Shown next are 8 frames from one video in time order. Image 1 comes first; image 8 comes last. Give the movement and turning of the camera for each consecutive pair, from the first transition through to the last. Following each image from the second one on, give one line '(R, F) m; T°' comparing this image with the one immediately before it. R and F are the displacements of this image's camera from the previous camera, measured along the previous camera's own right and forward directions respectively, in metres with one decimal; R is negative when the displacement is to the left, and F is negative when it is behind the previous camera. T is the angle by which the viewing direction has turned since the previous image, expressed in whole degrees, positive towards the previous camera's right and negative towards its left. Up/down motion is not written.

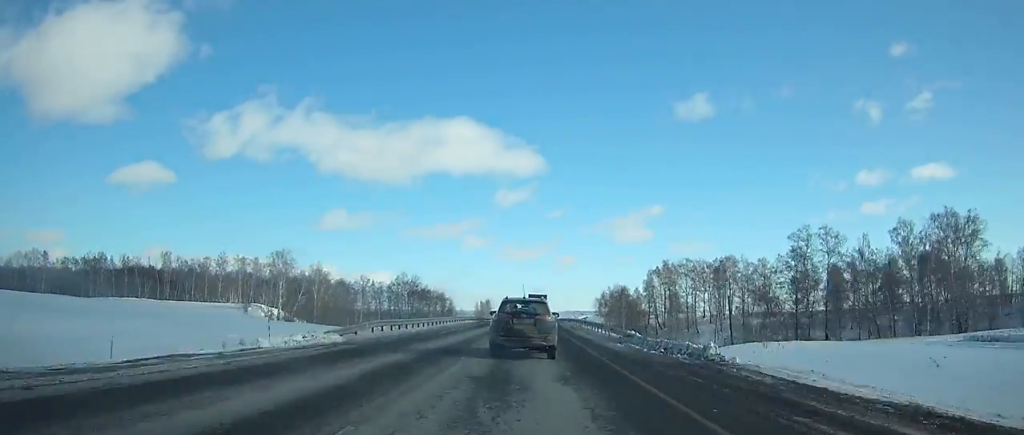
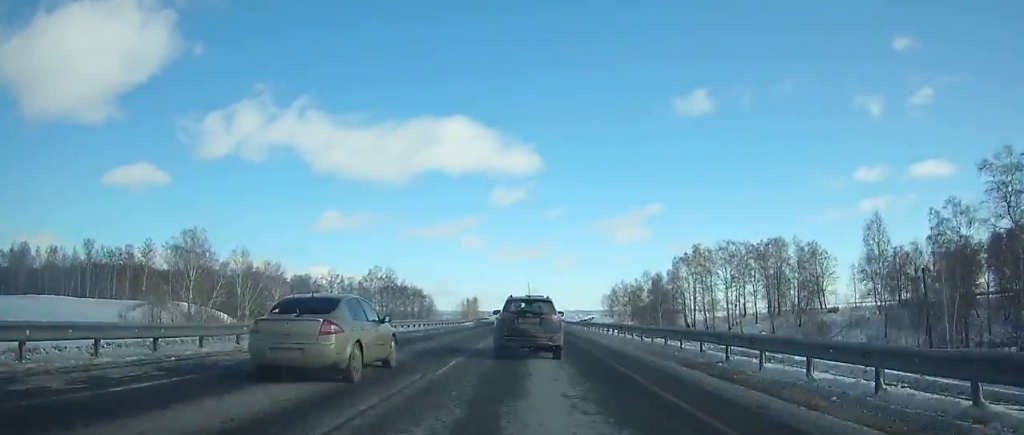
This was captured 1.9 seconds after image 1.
(0.0, +39.5) m; 0°
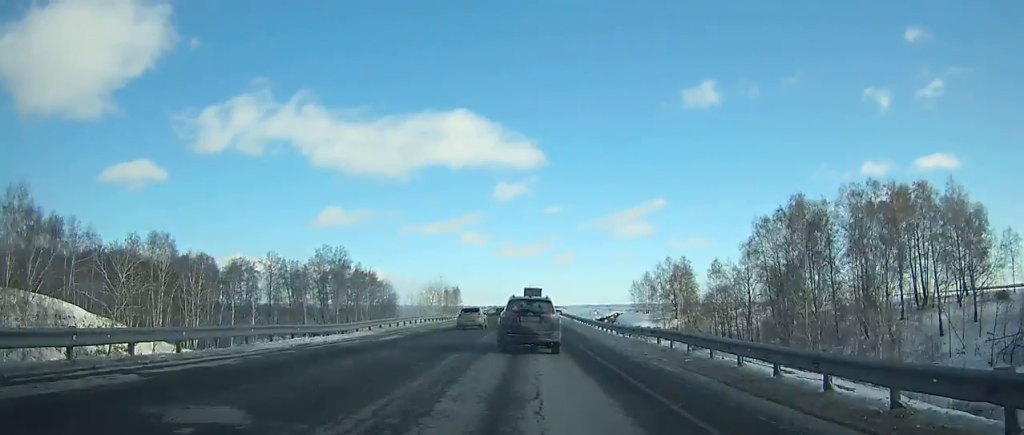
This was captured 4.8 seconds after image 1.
(+0.1, +58.4) m; 0°
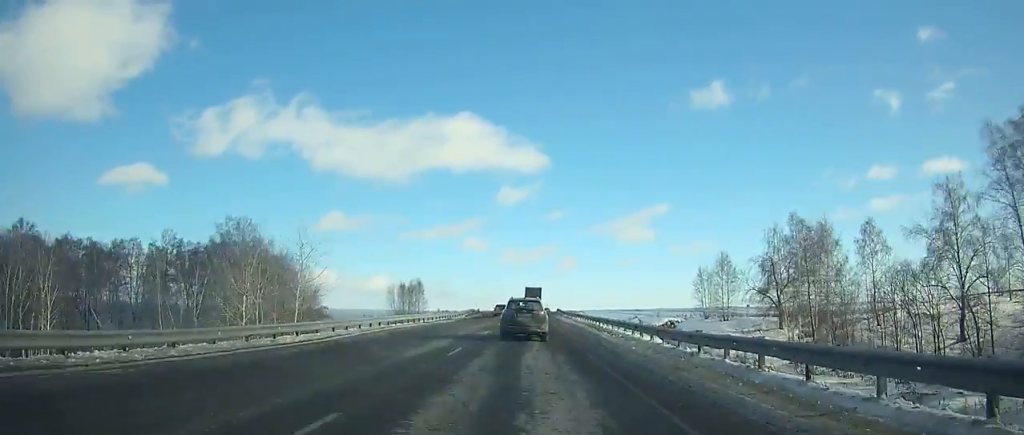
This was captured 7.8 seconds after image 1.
(+0.1, +59.2) m; 0°
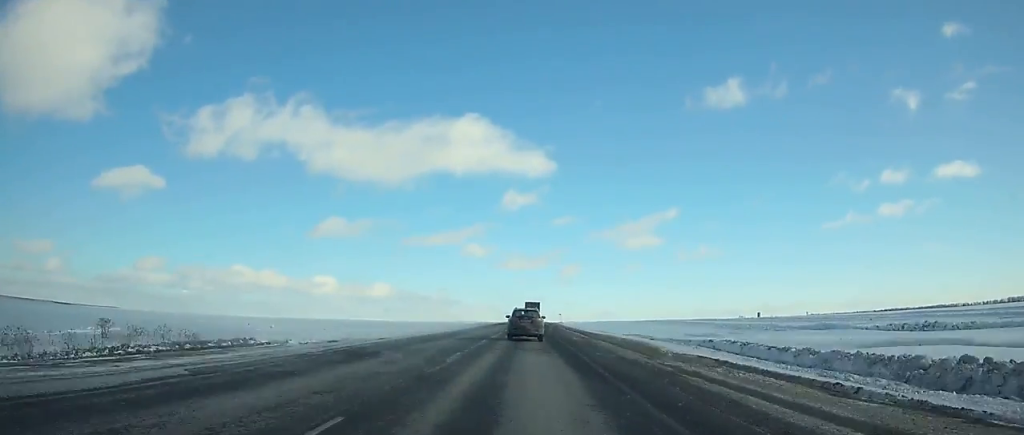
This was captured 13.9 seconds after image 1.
(-0.2, +123.0) m; 0°
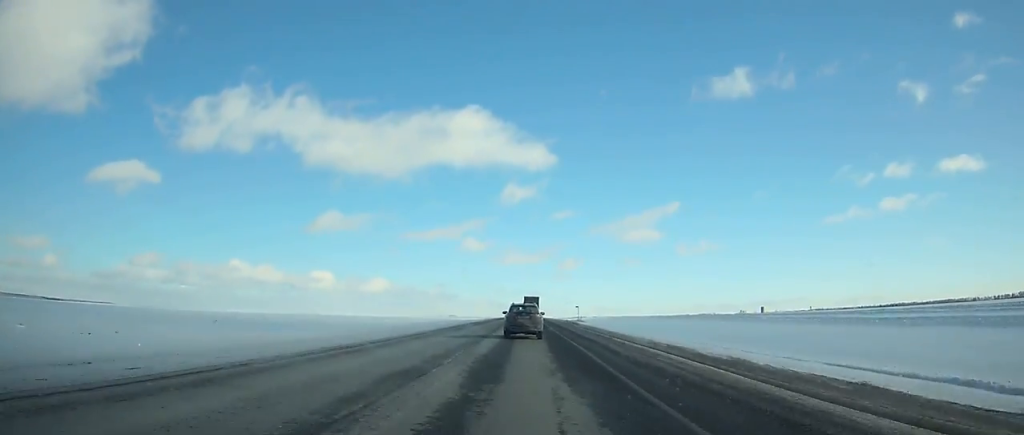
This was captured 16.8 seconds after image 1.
(0.0, +61.1) m; 0°
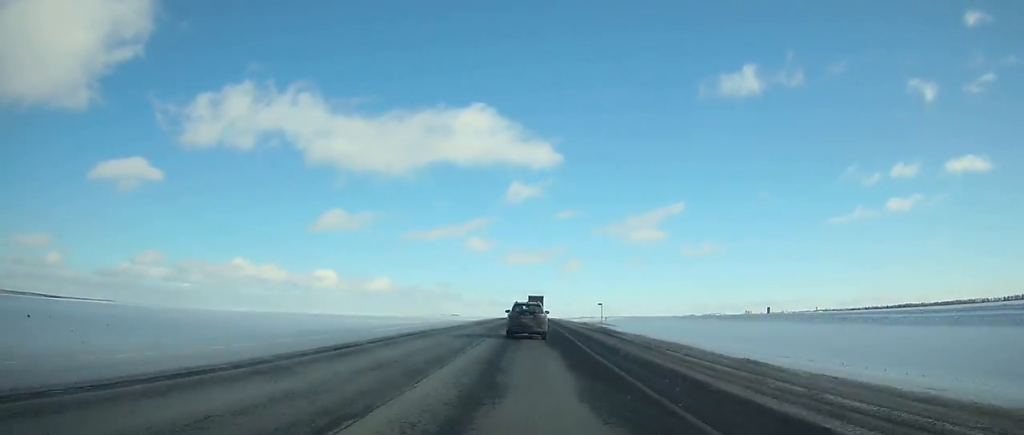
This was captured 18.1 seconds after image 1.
(0.0, +27.8) m; 0°
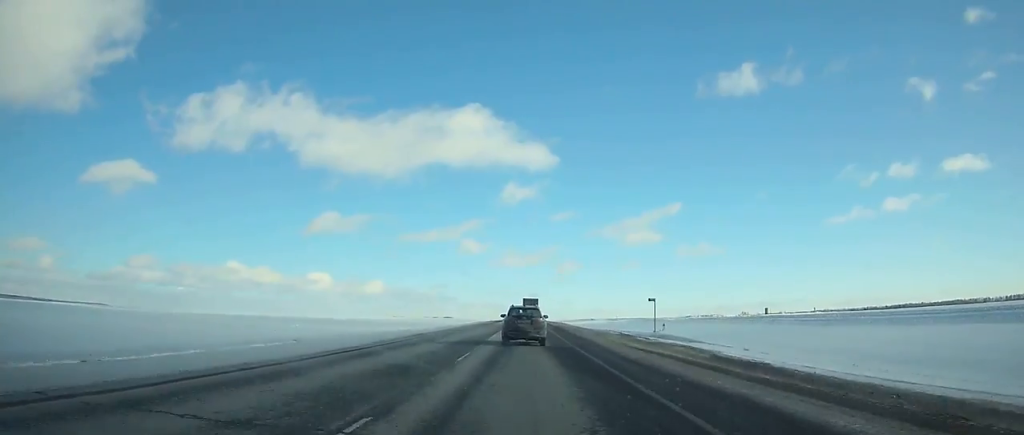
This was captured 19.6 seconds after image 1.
(0.0, +32.0) m; 0°
